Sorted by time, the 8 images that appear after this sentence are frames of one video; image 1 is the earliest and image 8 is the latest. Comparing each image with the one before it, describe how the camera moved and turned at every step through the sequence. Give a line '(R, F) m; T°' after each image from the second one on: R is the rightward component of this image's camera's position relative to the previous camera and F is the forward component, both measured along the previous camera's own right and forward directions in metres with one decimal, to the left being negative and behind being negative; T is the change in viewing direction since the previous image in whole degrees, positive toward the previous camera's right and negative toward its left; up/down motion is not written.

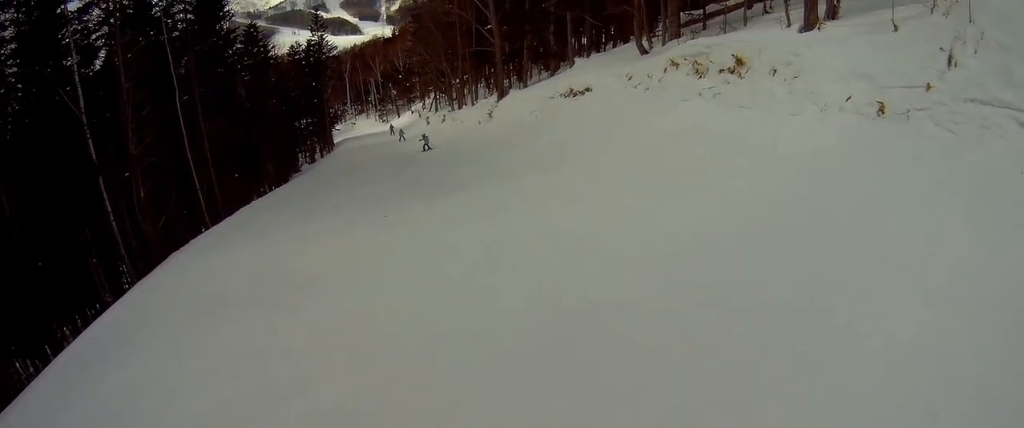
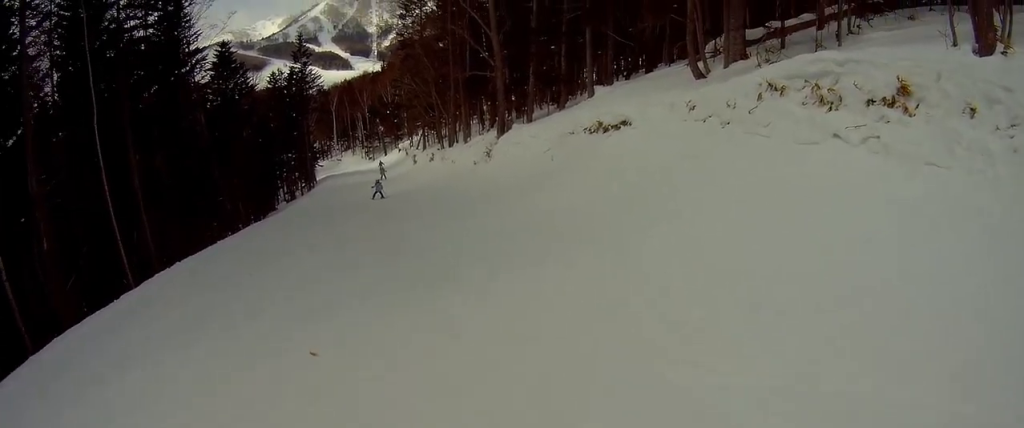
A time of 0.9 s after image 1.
(+0.3, +5.3) m; -2°
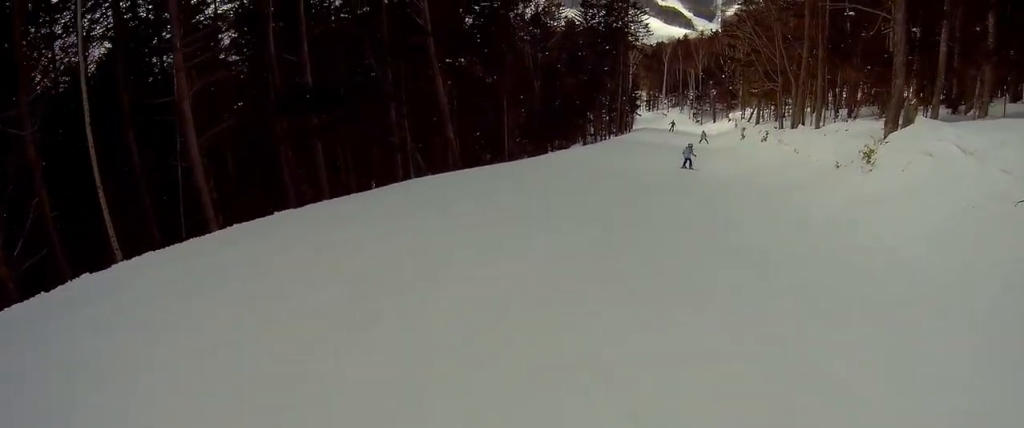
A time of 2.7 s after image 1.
(-2.1, +9.8) m; -23°
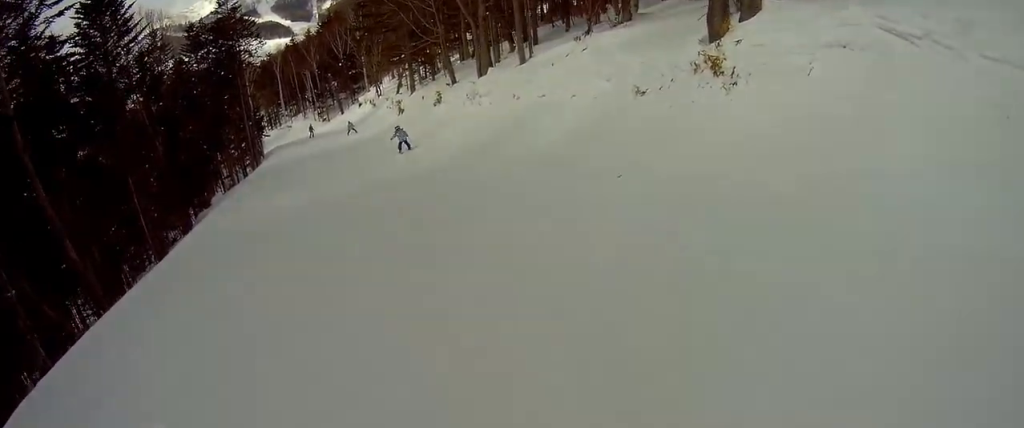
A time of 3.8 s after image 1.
(+0.1, +5.7) m; +17°
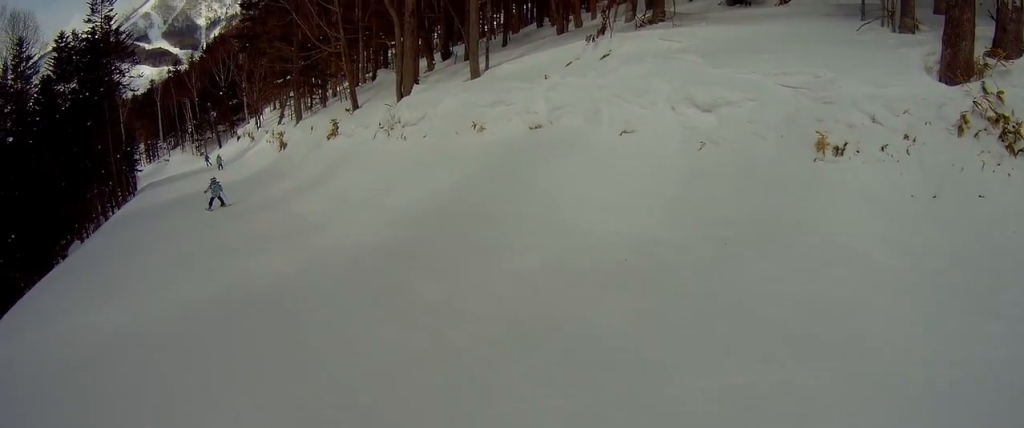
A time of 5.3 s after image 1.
(+2.1, +6.1) m; +11°
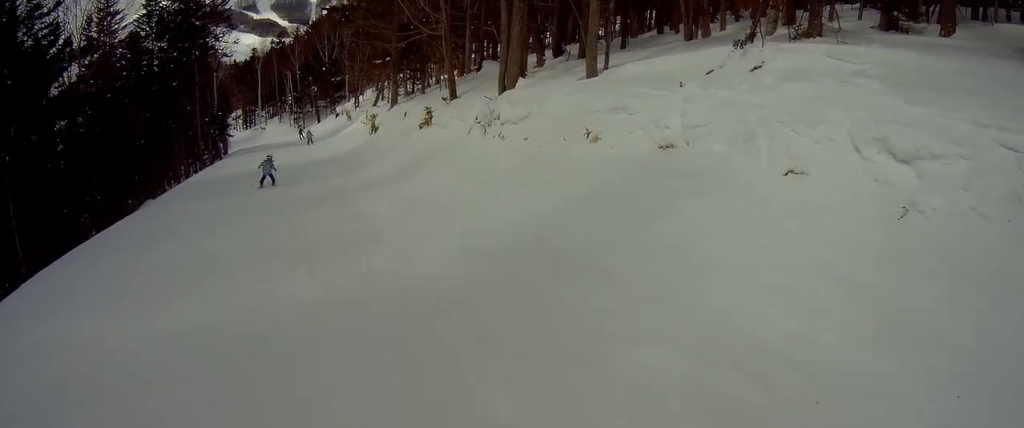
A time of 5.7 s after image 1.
(+0.5, +1.8) m; -7°
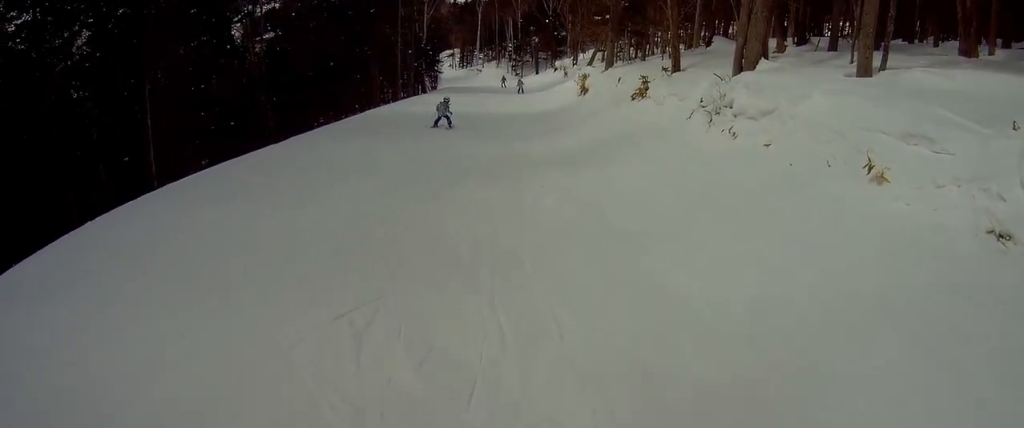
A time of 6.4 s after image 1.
(-1.1, +2.6) m; -16°
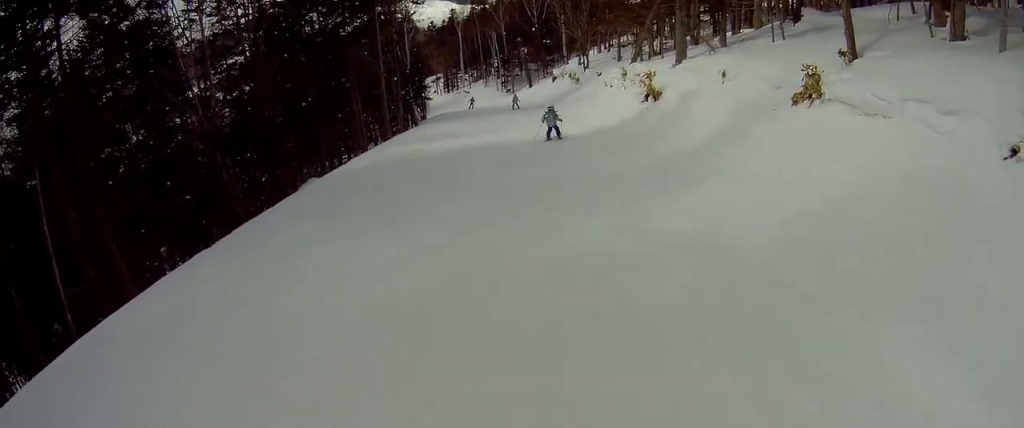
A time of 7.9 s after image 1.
(-0.4, +6.2) m; +21°
